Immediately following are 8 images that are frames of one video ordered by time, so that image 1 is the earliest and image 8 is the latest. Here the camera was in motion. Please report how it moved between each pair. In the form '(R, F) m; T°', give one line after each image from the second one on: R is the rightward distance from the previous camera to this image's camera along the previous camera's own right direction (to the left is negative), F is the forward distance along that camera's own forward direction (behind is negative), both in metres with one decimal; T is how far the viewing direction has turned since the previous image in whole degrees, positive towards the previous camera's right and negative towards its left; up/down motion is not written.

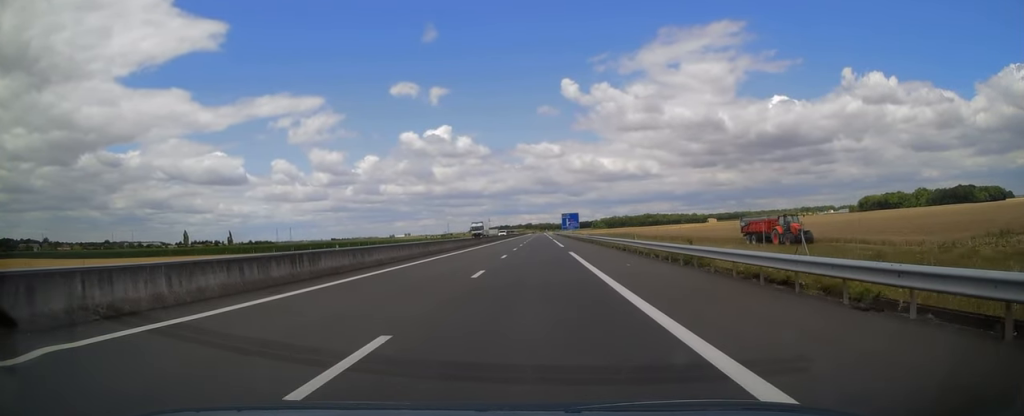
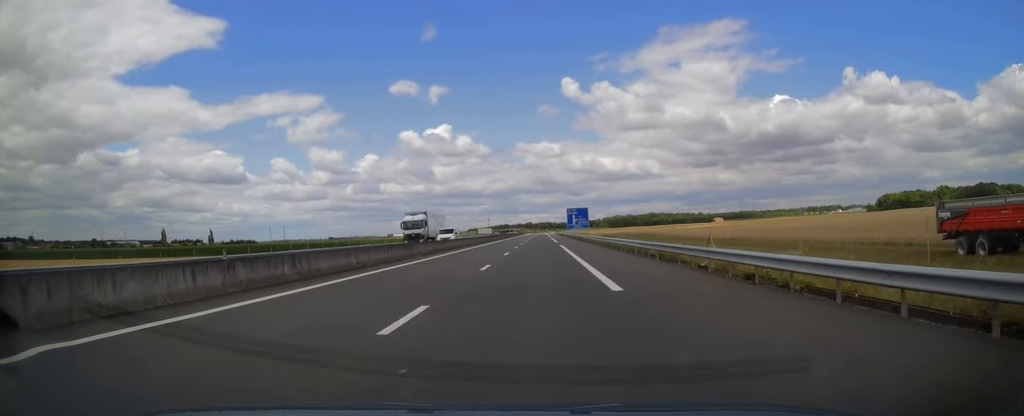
(-0.2, +35.8) m; -1°
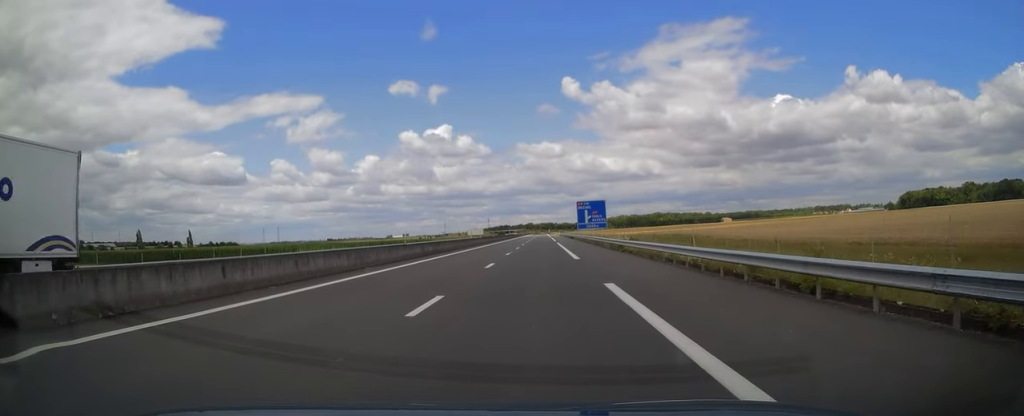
(0.0, +37.2) m; 0°
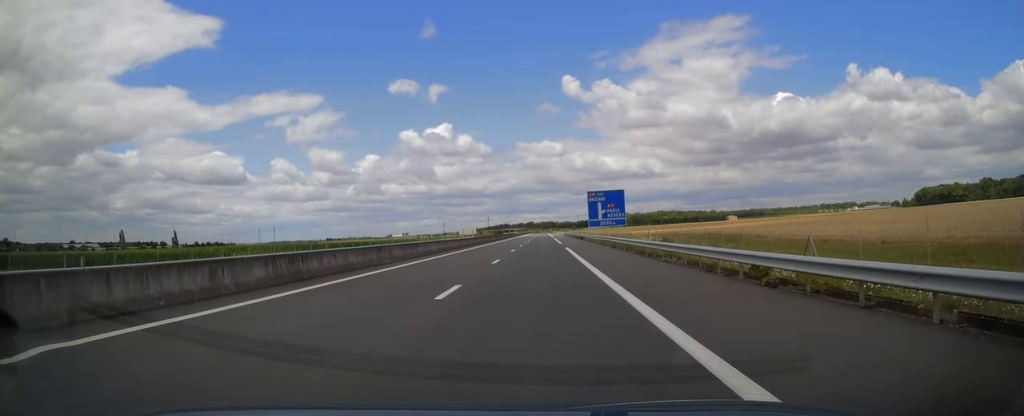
(+0.1, +23.5) m; 0°
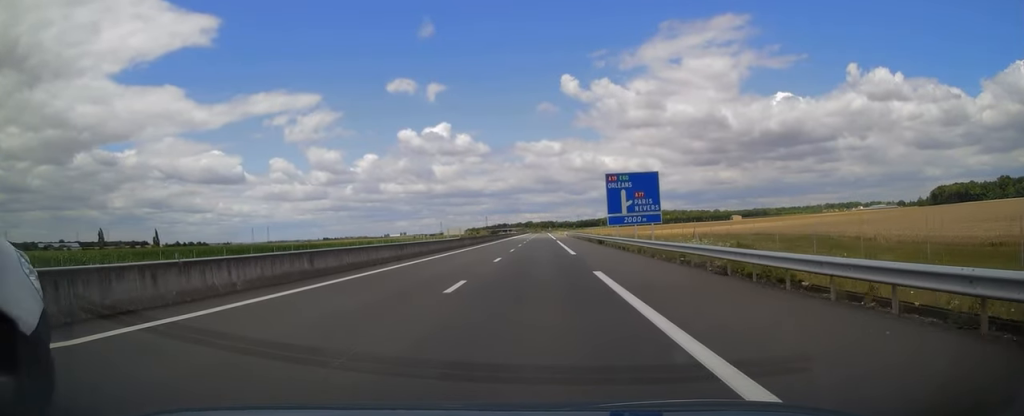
(0.0, +25.0) m; 0°
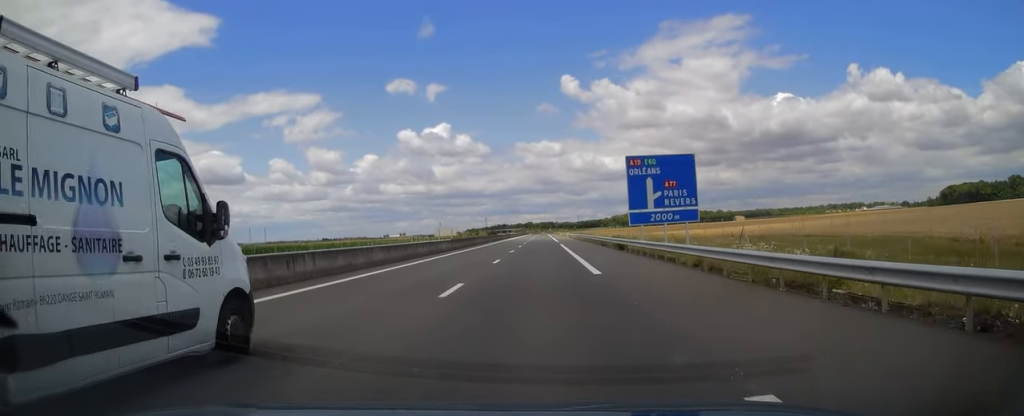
(+0.1, +13.7) m; 0°
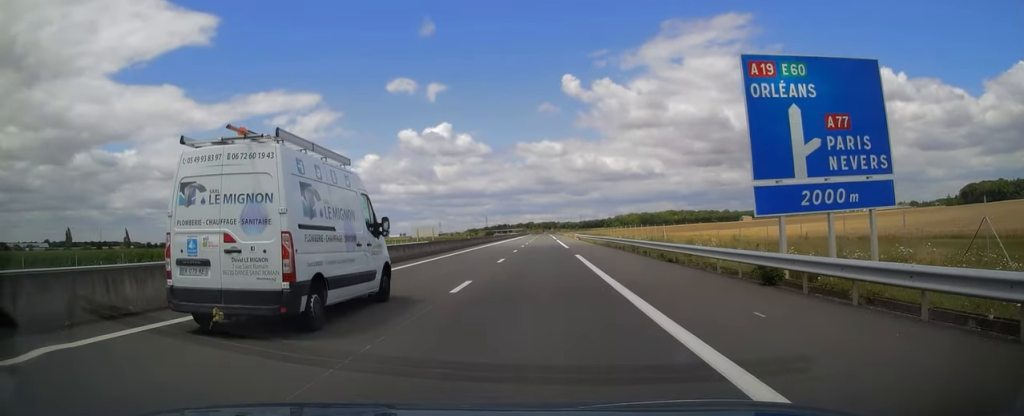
(-0.2, +24.9) m; 0°
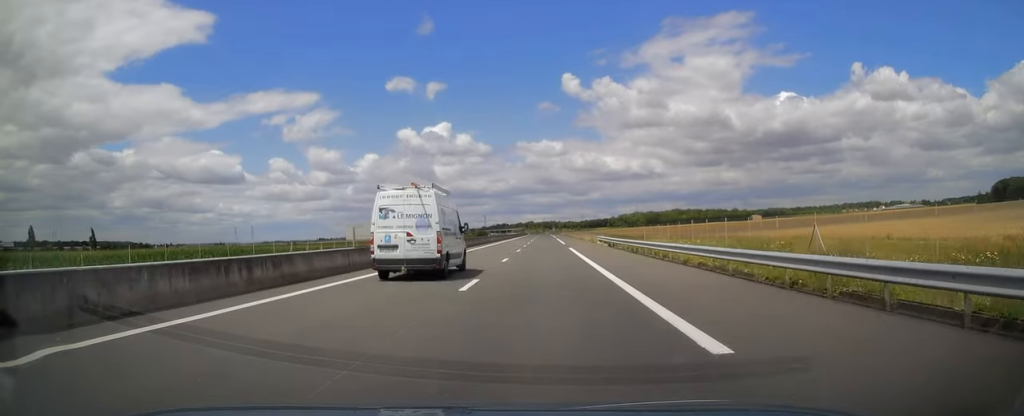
(+0.2, +38.6) m; 0°
